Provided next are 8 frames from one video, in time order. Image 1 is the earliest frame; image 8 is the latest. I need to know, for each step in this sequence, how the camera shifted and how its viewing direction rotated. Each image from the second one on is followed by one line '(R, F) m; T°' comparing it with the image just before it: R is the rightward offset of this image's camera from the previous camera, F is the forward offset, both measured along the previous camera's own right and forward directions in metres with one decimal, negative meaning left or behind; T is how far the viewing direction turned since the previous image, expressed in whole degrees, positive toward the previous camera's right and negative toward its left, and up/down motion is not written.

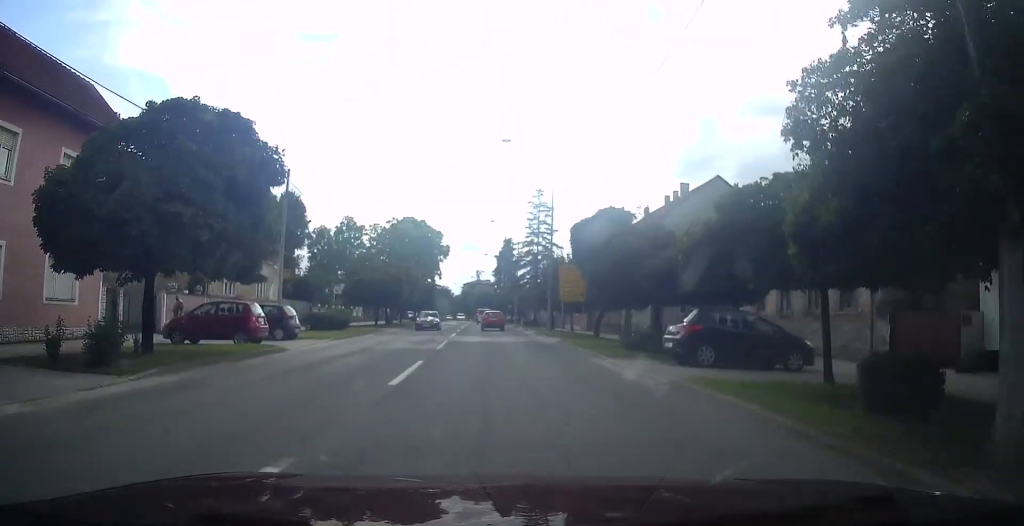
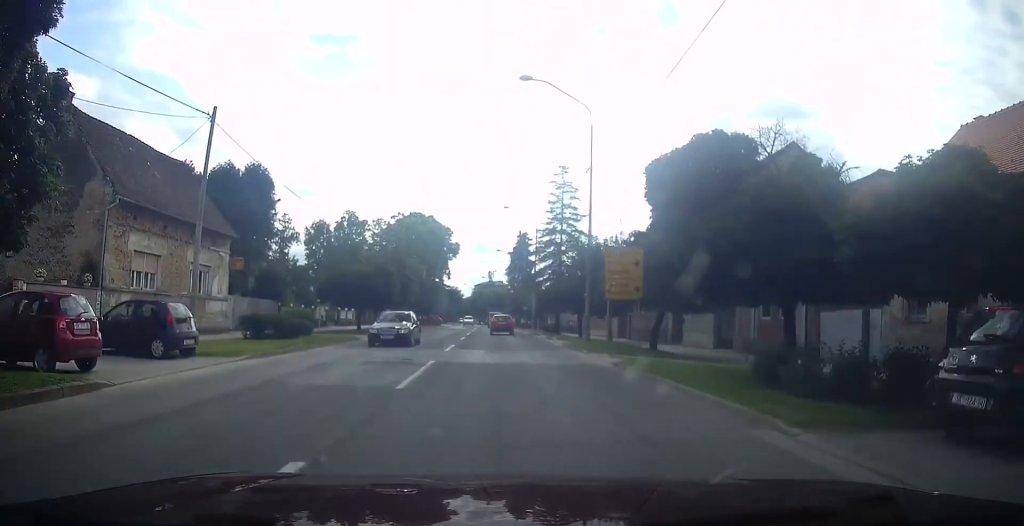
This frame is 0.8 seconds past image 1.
(-0.5, +10.2) m; -3°
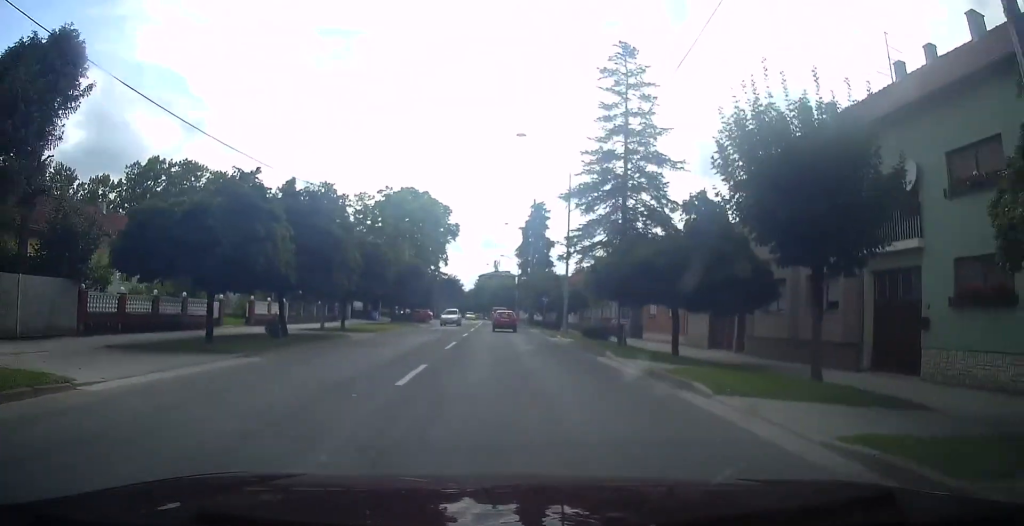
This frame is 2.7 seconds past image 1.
(0.0, +21.3) m; 0°
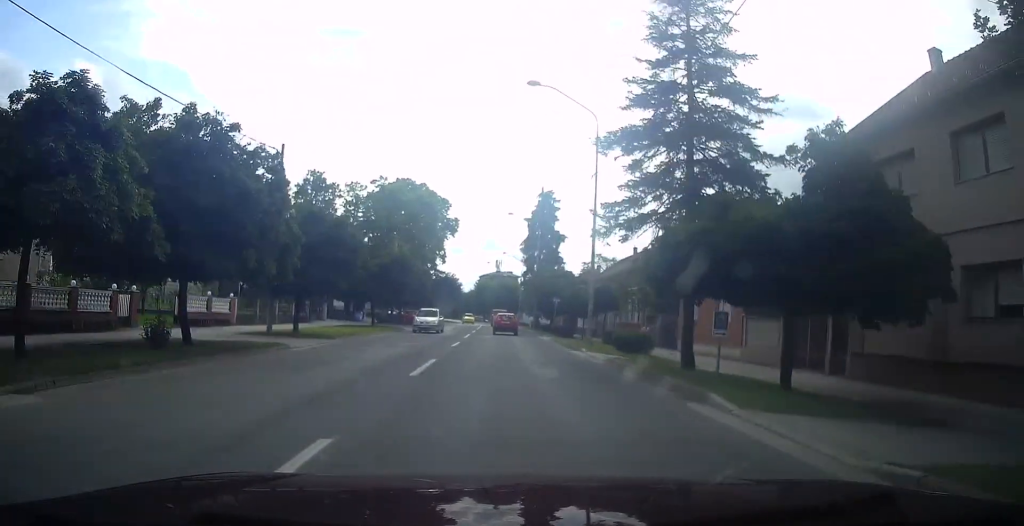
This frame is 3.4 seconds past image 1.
(0.0, +8.2) m; 0°
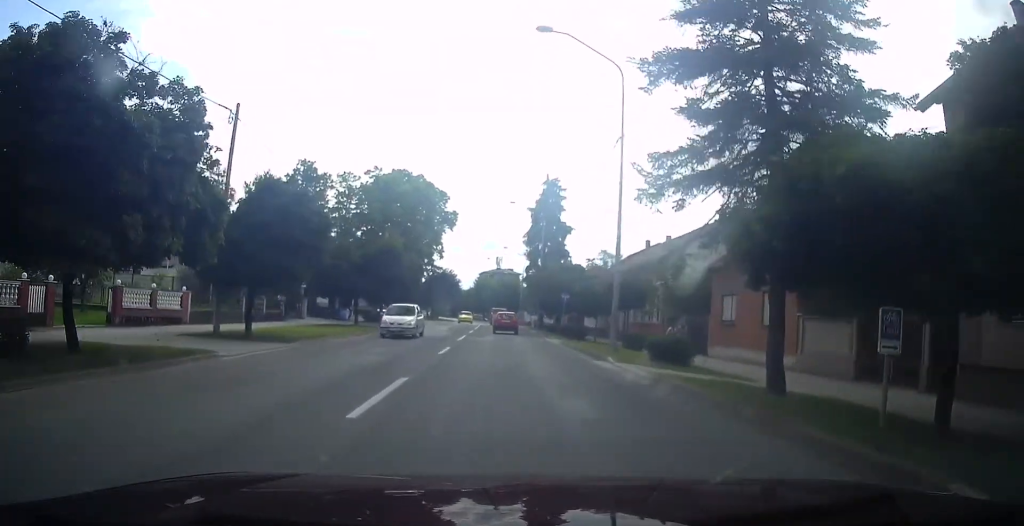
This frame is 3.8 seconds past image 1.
(0.0, +5.1) m; 0°
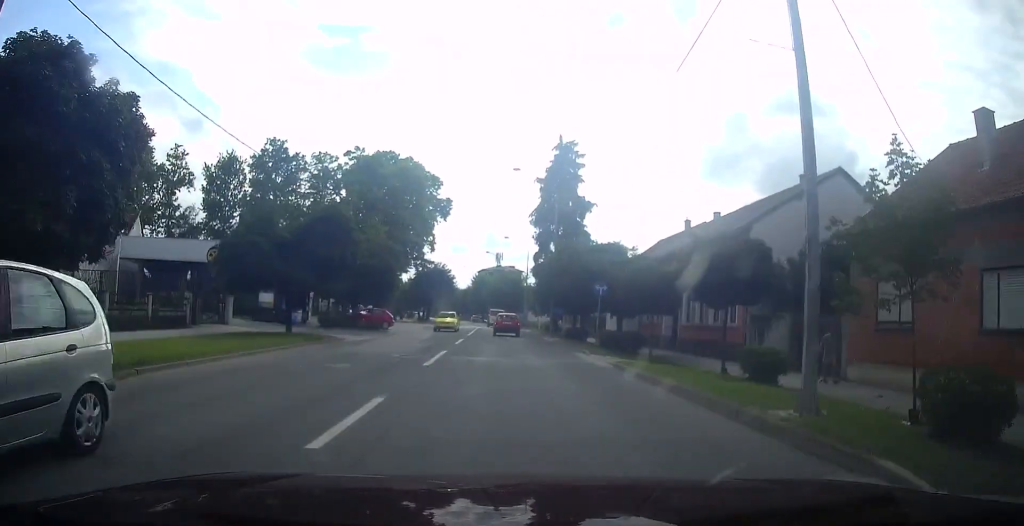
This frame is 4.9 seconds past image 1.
(0.0, +12.3) m; 0°
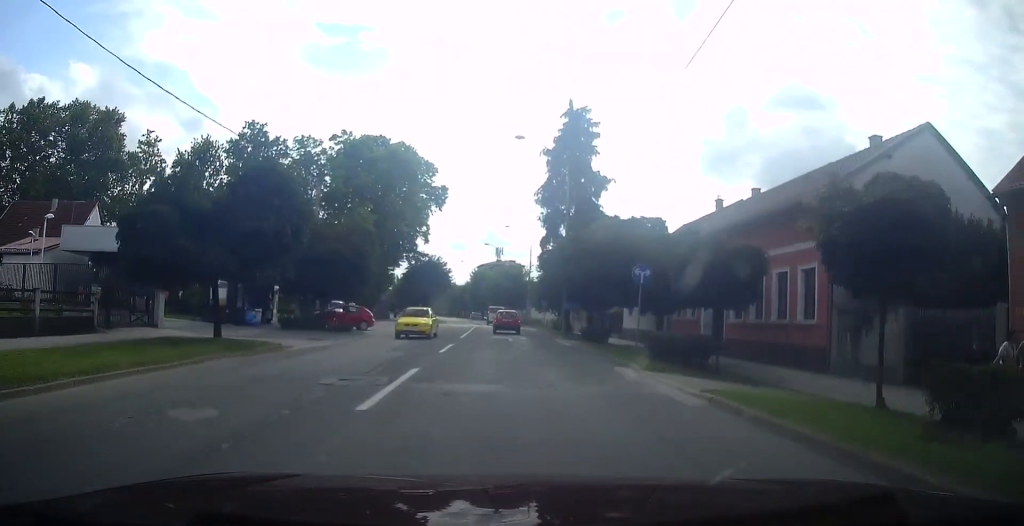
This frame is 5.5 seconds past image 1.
(0.0, +6.9) m; 0°
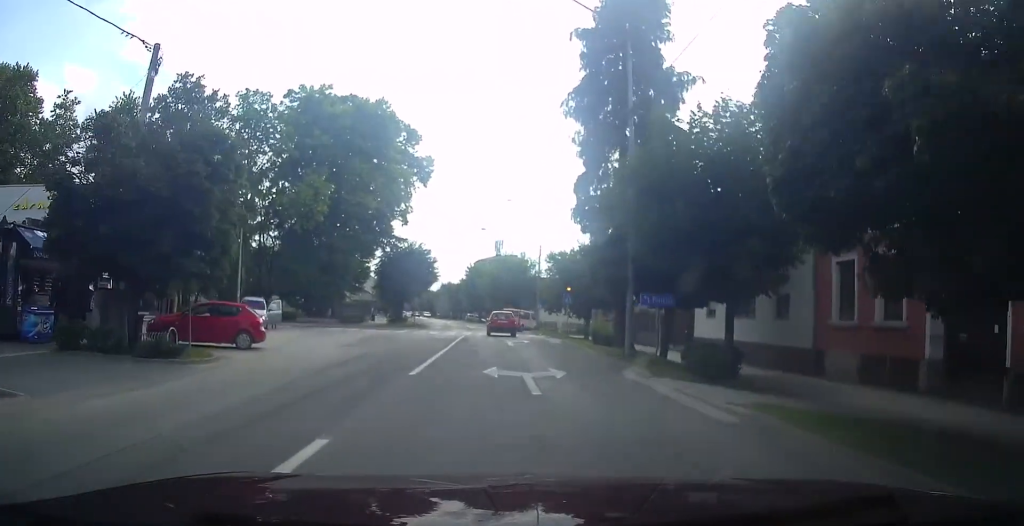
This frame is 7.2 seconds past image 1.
(-0.1, +17.0) m; -1°
